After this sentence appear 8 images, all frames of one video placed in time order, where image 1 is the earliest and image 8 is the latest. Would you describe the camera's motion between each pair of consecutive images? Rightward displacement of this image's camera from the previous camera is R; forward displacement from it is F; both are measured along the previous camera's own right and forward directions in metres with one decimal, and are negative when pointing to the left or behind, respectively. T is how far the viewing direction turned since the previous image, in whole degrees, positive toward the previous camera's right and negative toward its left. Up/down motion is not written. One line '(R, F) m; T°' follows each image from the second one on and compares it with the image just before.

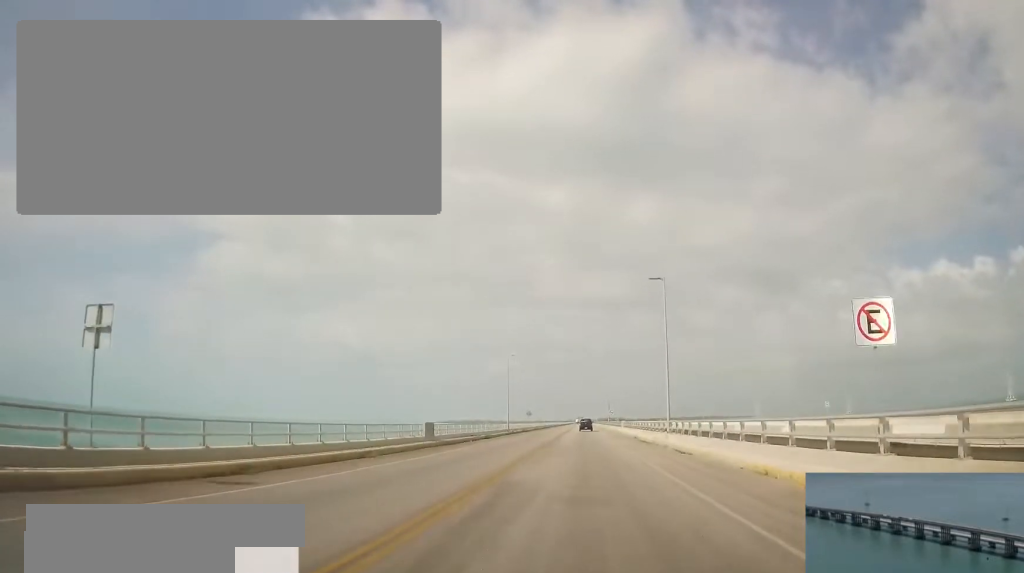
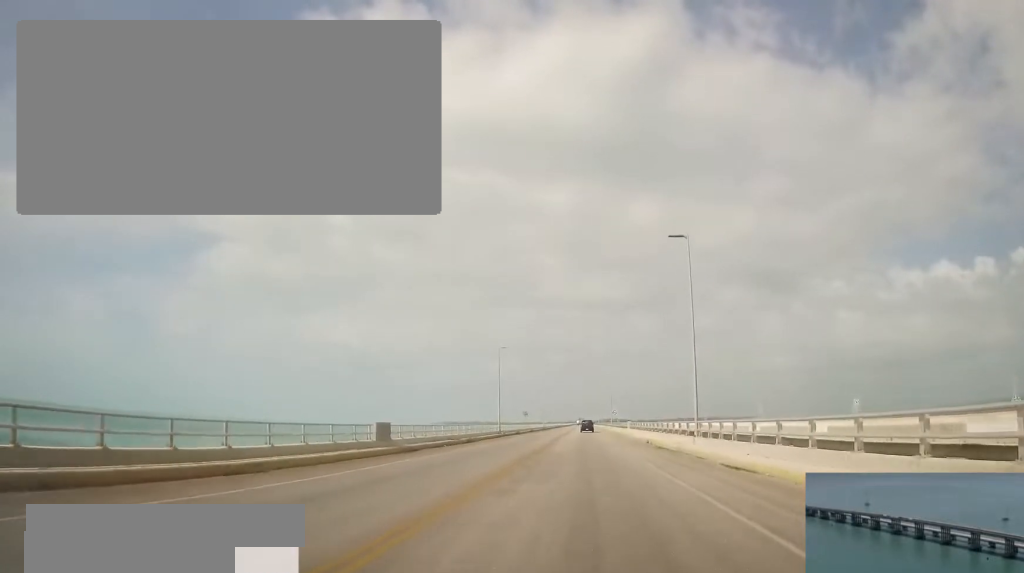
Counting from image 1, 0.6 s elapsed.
(-0.2, +8.7) m; -1°
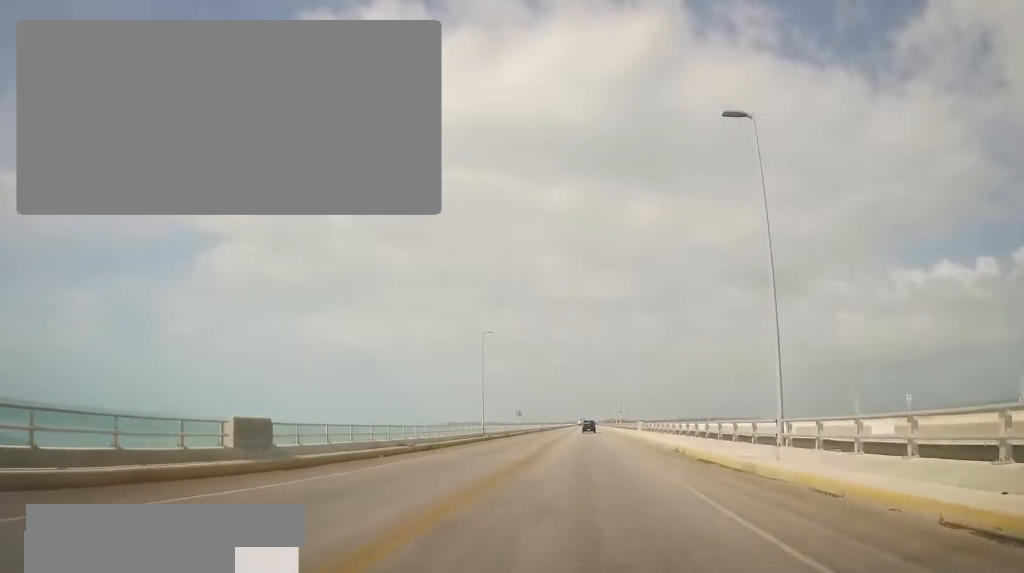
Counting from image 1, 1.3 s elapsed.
(+0.2, +11.8) m; 0°
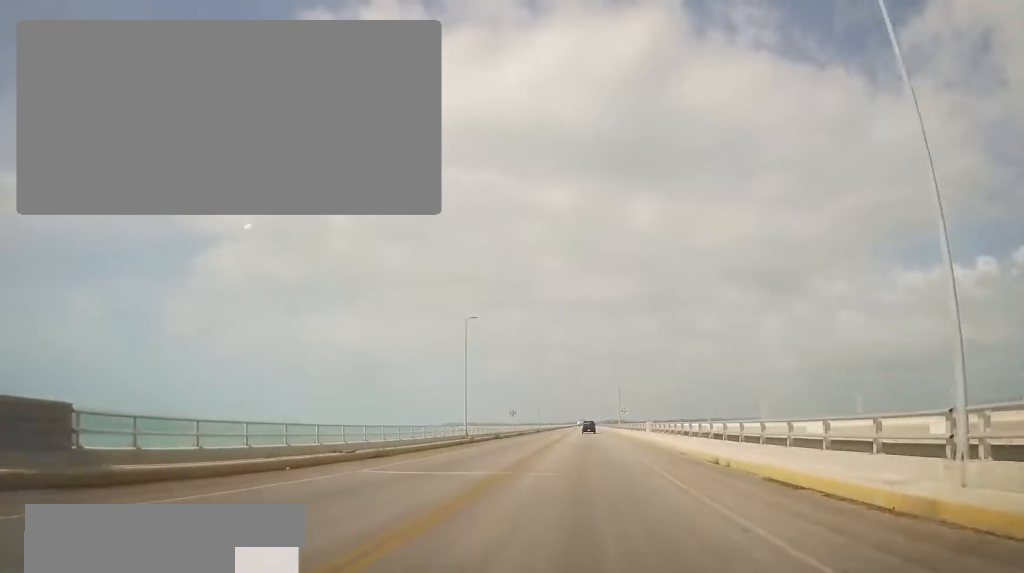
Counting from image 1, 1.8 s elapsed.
(-0.1, +8.1) m; 0°
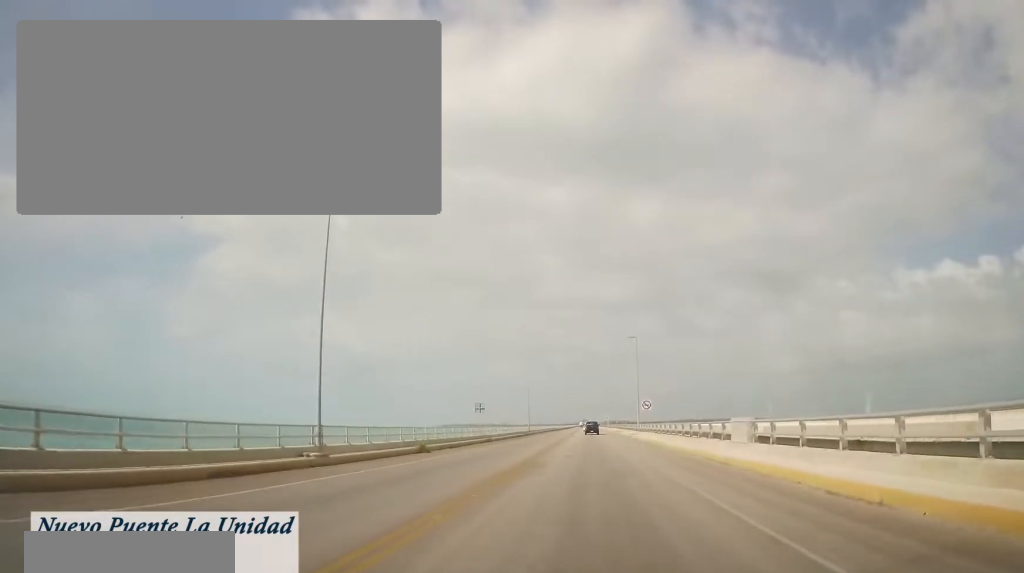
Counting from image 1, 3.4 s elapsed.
(+0.1, +27.3) m; 0°
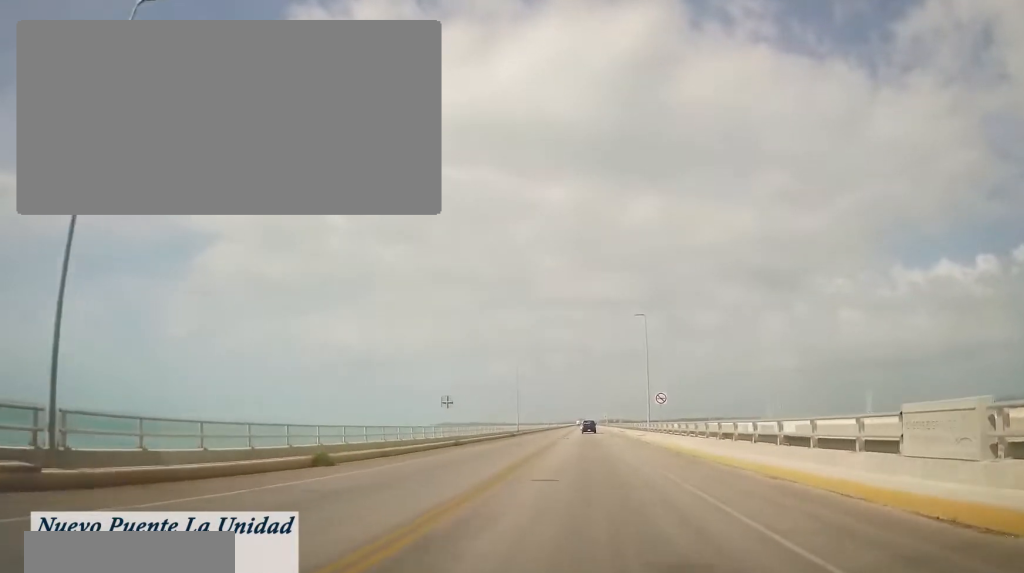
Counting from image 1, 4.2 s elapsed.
(-0.1, +12.2) m; -1°
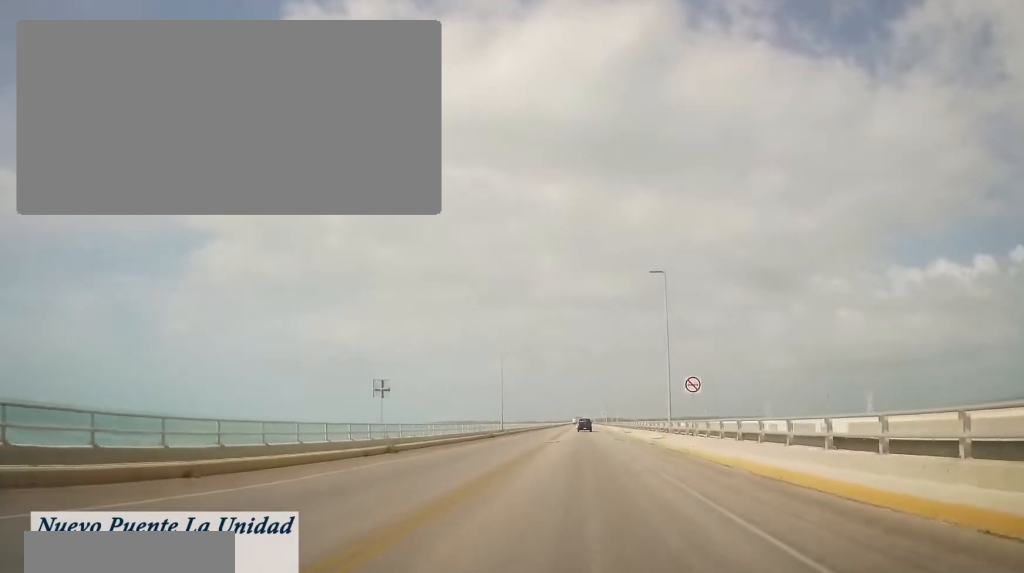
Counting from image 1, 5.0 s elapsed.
(-0.2, +13.6) m; -1°
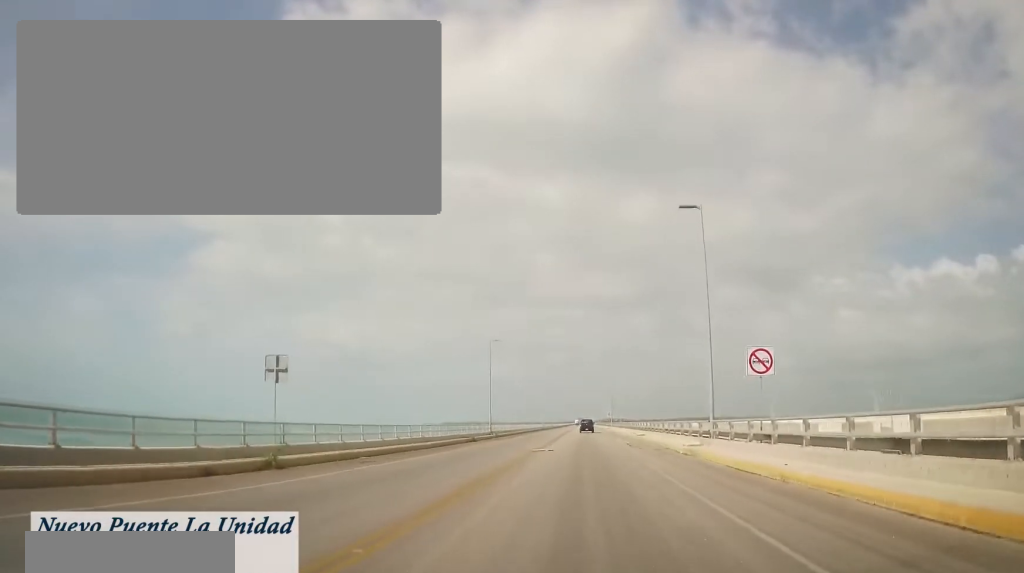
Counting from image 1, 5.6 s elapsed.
(-0.1, +11.0) m; 0°
